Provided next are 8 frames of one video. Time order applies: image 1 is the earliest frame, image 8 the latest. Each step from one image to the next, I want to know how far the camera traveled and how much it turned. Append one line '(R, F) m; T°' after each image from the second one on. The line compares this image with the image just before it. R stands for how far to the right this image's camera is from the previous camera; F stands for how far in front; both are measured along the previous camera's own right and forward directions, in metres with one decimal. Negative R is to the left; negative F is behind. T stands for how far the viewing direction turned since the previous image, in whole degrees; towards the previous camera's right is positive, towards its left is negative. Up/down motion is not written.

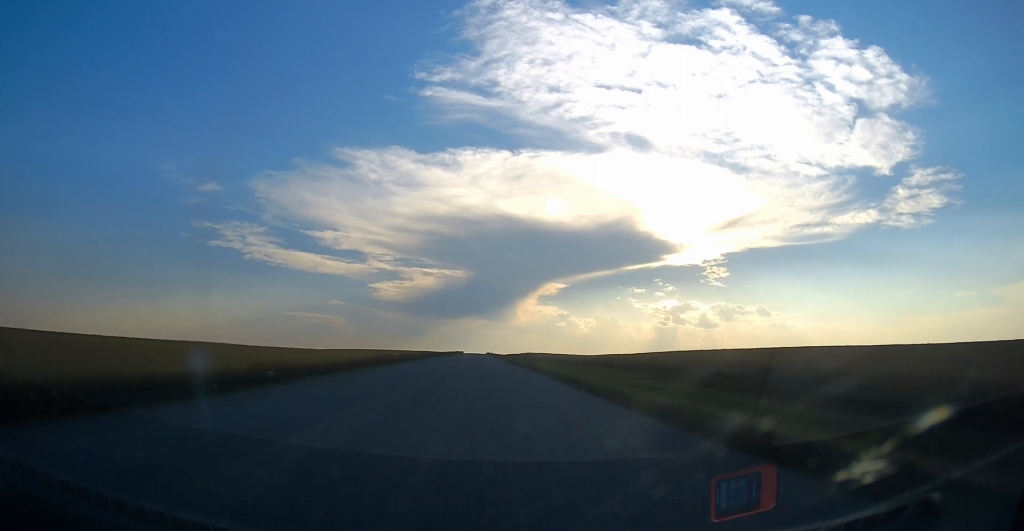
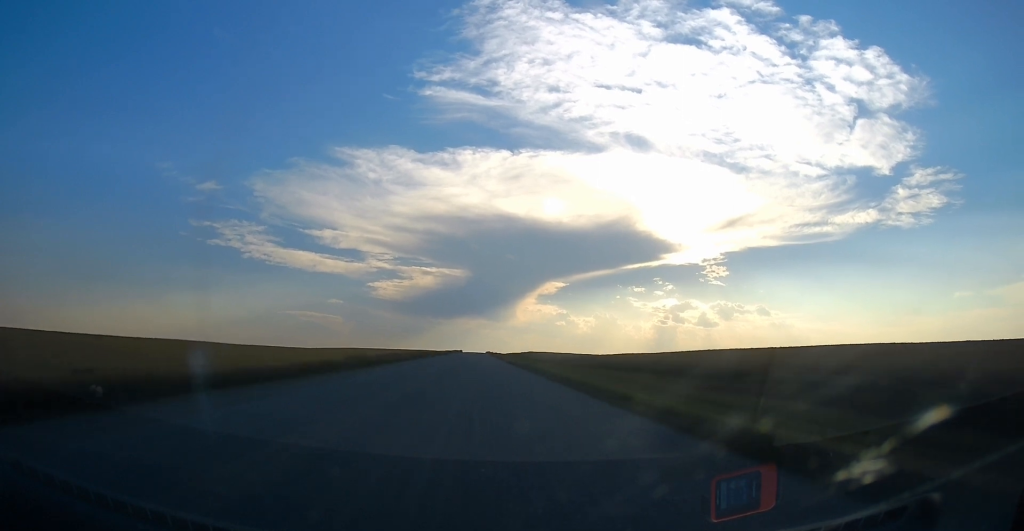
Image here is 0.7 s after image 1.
(0.0, +12.3) m; 0°
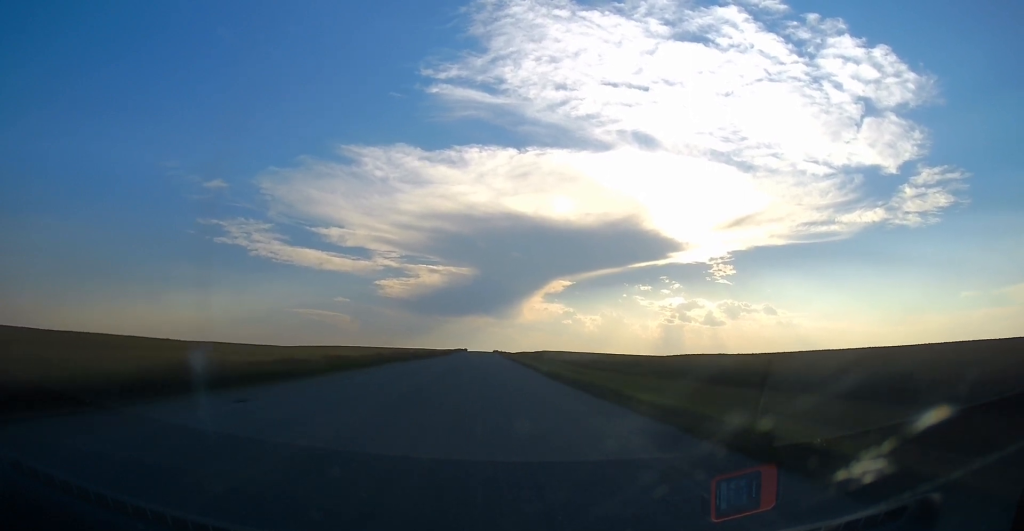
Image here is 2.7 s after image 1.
(+0.8, +33.2) m; +2°
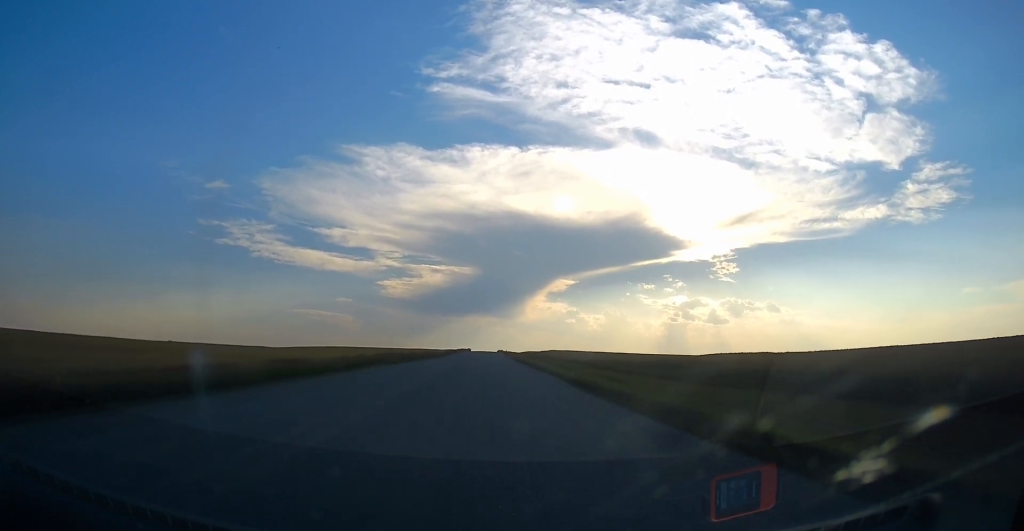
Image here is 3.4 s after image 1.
(-0.2, +11.3) m; -1°
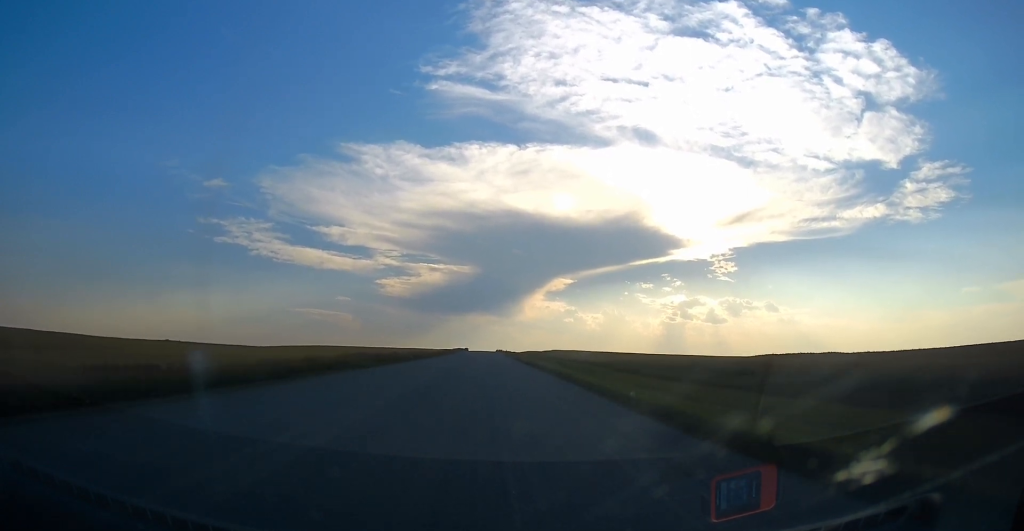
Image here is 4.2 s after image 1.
(-0.1, +14.2) m; -1°
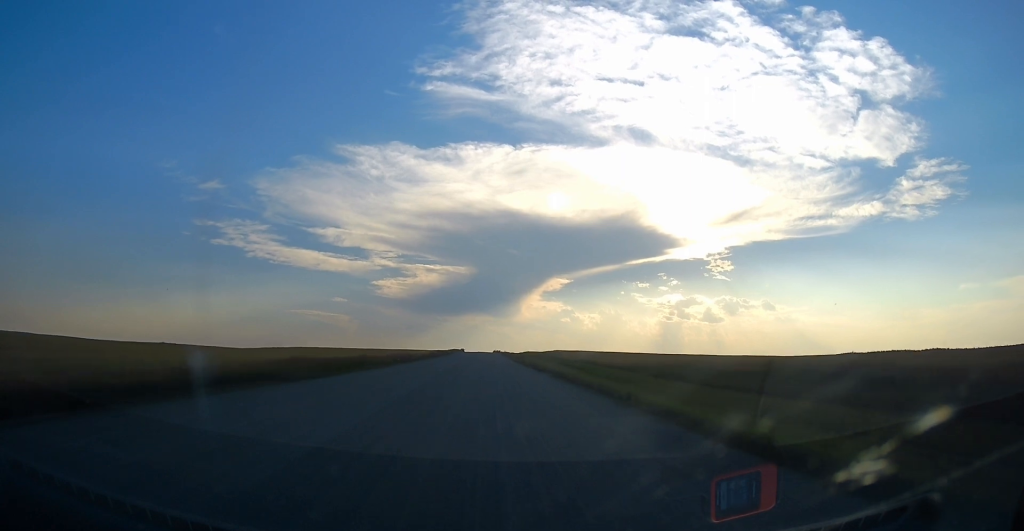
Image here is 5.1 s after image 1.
(0.0, +14.8) m; 0°
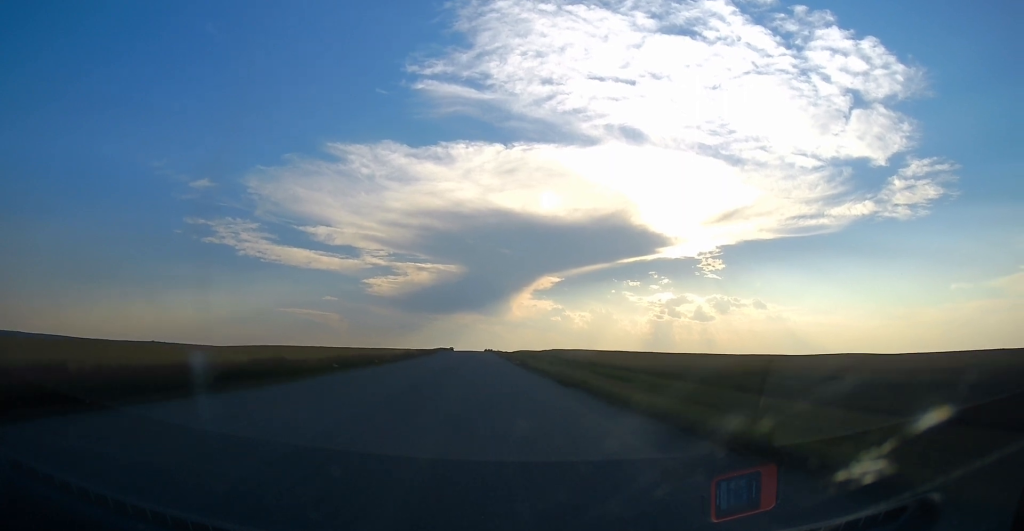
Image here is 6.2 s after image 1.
(0.0, +19.7) m; 0°
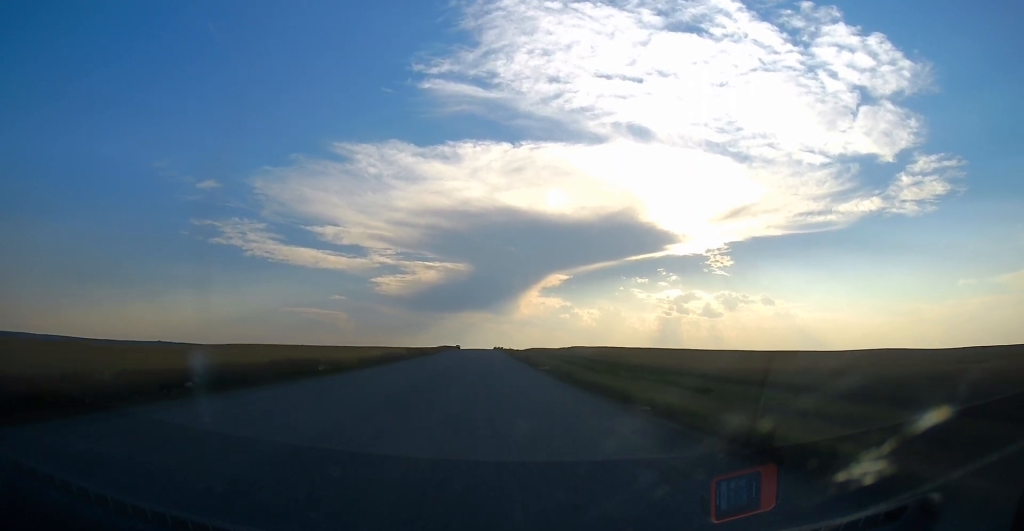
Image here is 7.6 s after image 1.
(0.0, +22.3) m; +1°
